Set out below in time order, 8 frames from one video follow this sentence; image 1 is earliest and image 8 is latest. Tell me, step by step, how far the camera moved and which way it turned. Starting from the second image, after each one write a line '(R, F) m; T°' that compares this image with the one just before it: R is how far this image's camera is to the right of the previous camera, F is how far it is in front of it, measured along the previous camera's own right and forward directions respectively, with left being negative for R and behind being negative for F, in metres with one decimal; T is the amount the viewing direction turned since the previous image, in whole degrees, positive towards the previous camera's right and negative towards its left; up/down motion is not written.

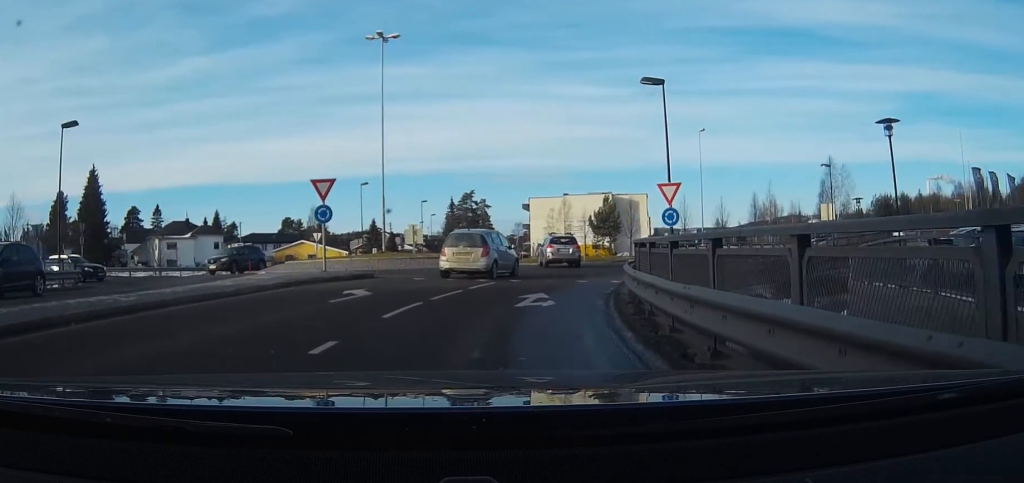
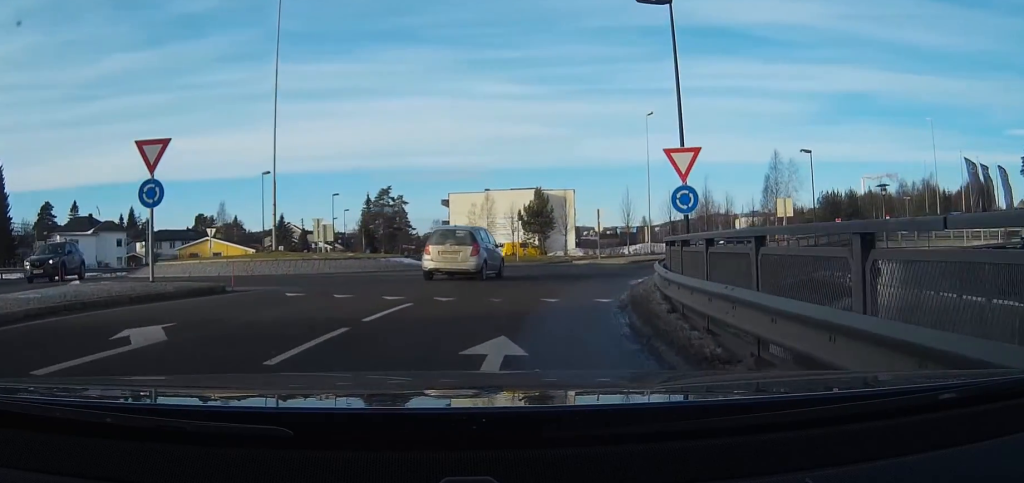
(+0.5, +8.5) m; +6°
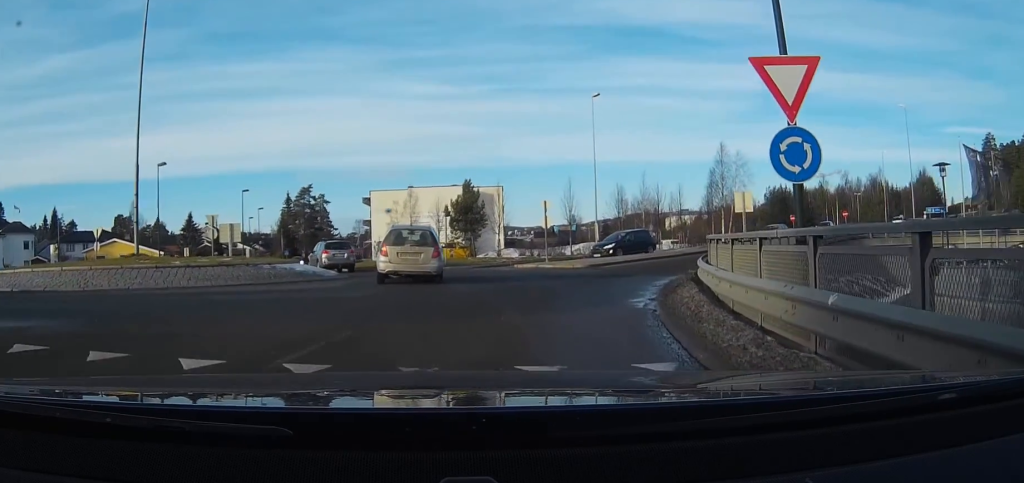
(+0.5, +8.1) m; +7°
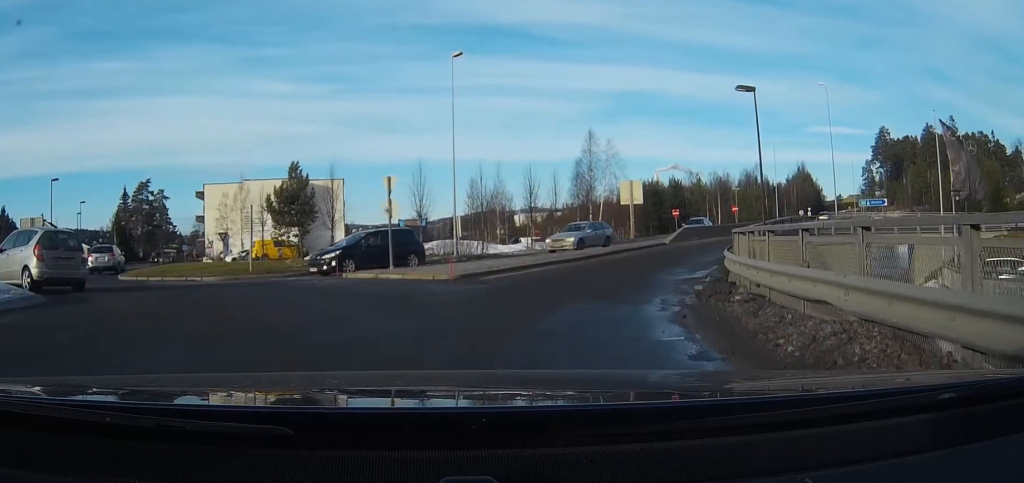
(+0.9, +12.8) m; +3°
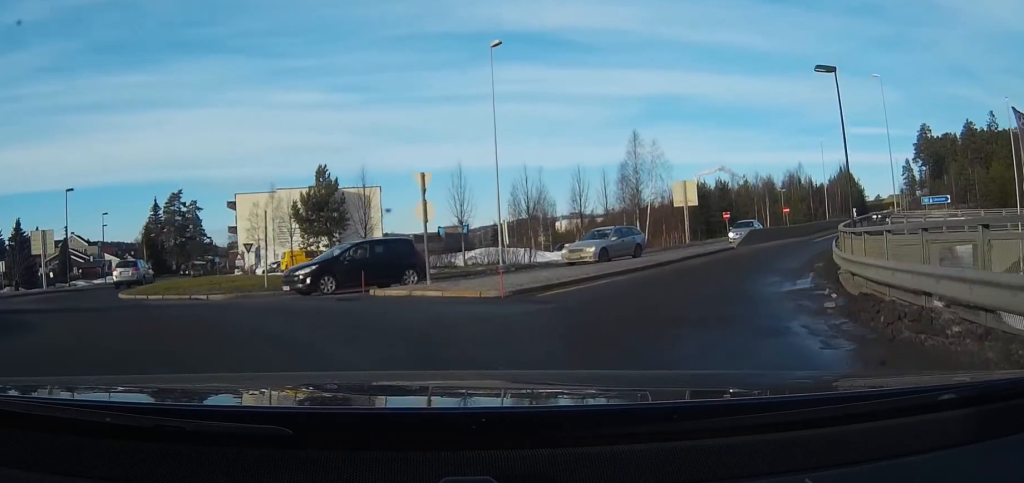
(+0.1, +4.0) m; -4°
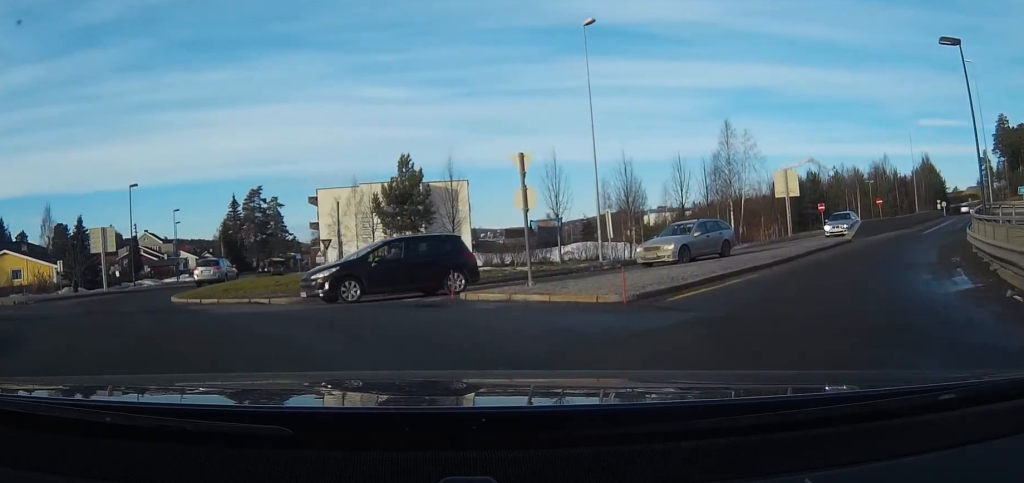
(-0.2, +3.1) m; -4°
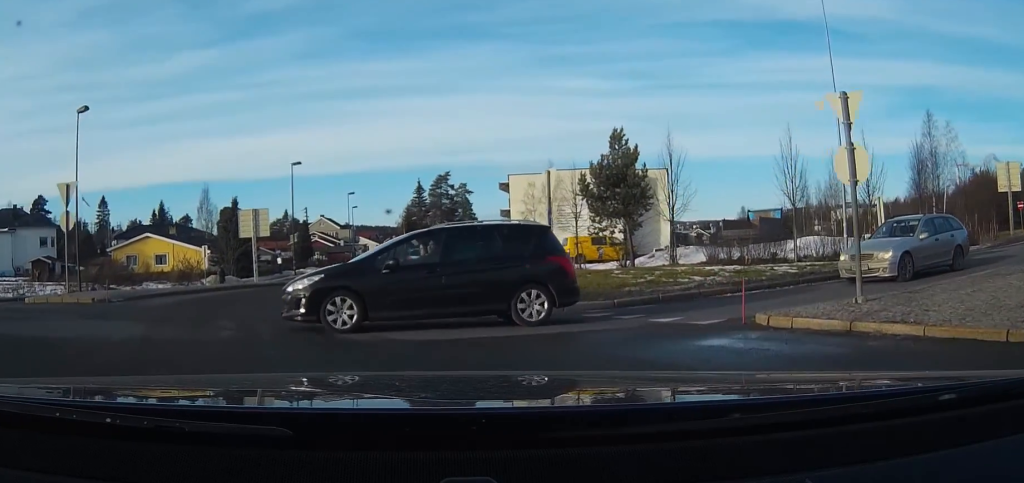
(-0.6, +6.3) m; -8°
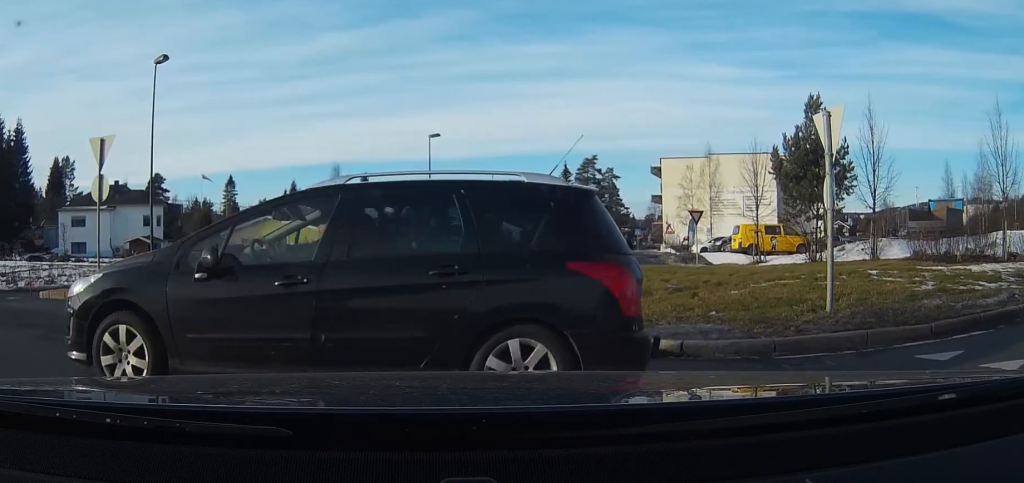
(-0.3, +6.3) m; -7°
